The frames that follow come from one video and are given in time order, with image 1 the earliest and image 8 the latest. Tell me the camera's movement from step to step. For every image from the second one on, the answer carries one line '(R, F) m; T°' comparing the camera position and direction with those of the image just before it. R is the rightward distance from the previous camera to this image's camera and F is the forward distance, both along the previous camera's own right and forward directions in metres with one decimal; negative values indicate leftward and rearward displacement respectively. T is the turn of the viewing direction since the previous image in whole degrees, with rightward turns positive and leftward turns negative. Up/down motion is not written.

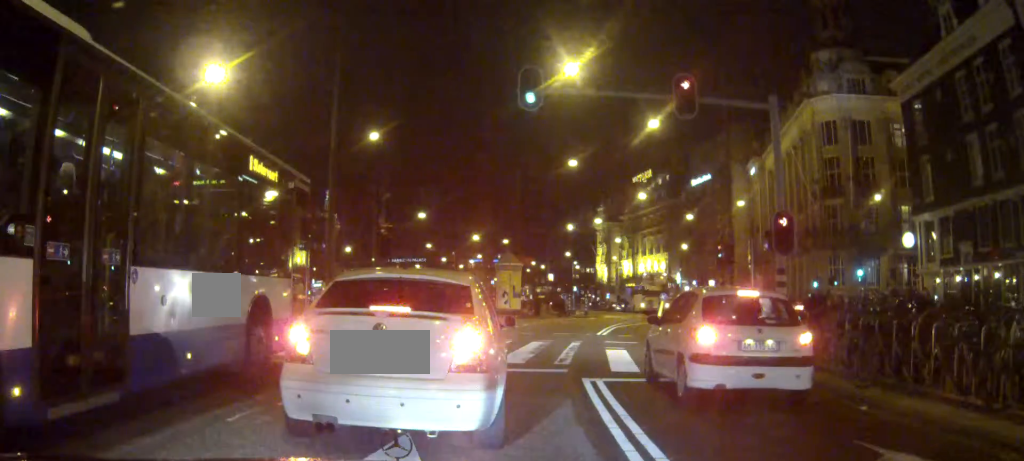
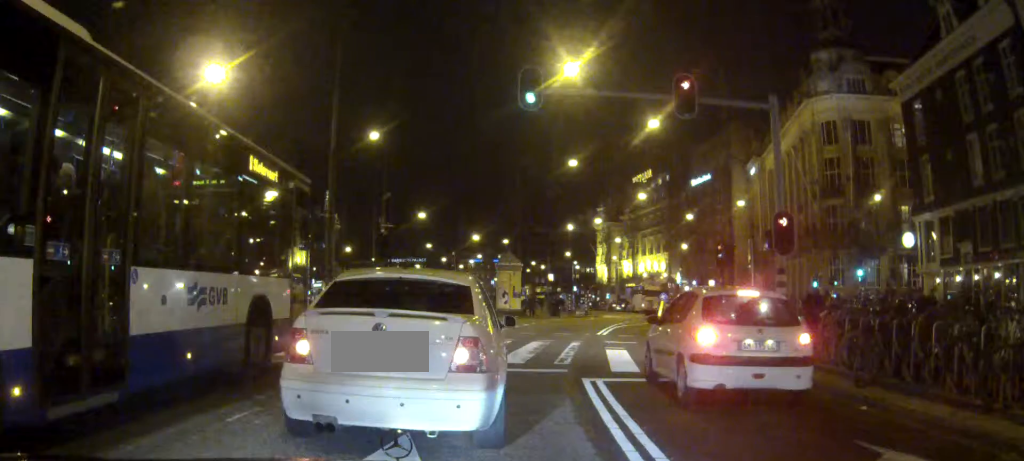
(0.0, 0.0) m; 0°
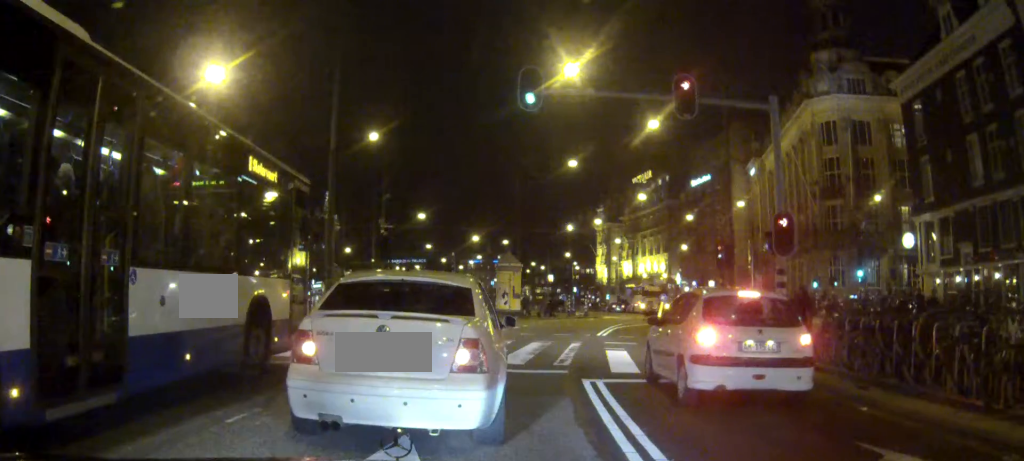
(0.0, 0.0) m; 0°
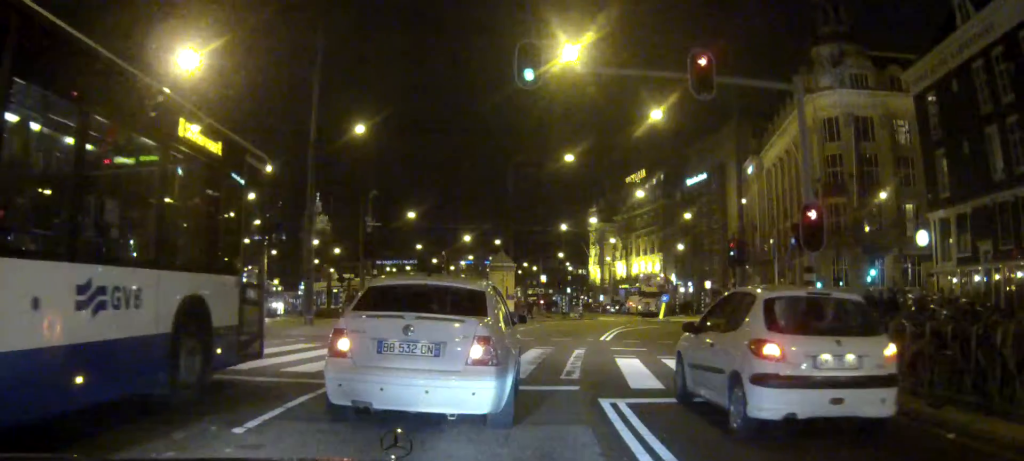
(0.0, +1.0) m; 0°
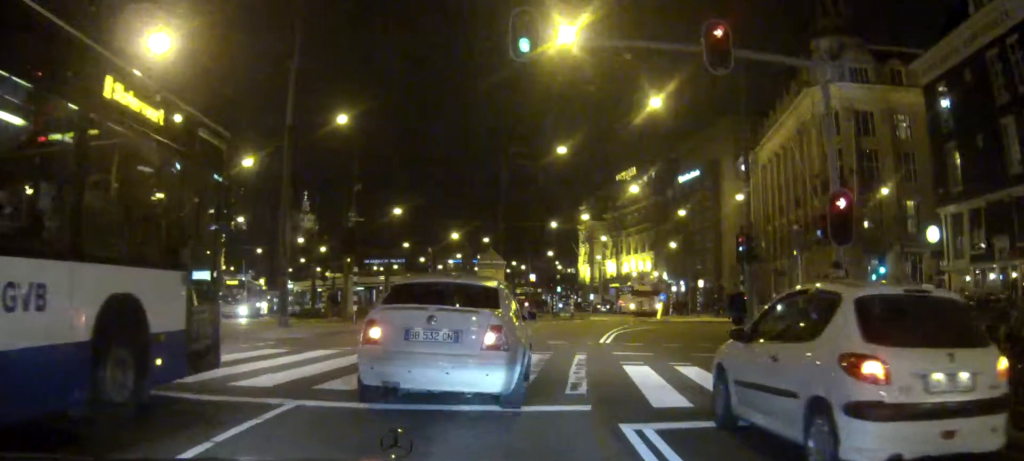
(0.0, +1.9) m; 0°
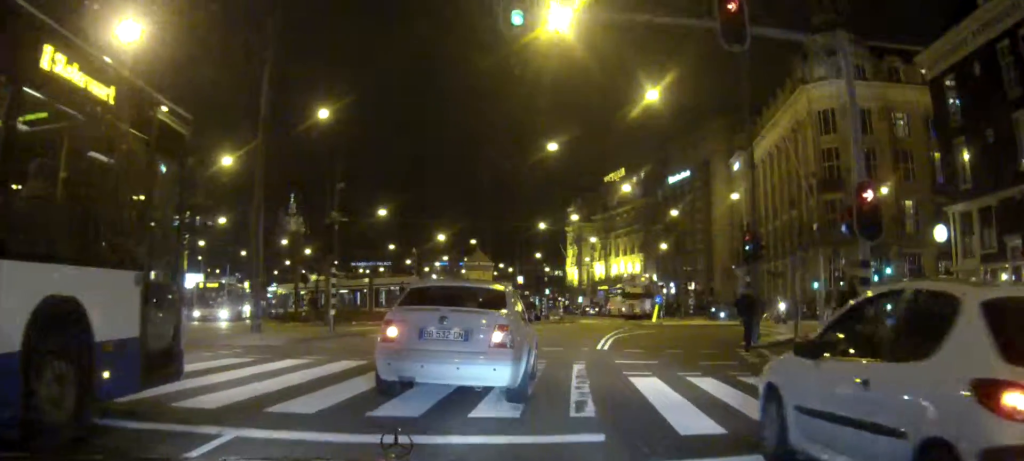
(0.0, +2.1) m; 0°
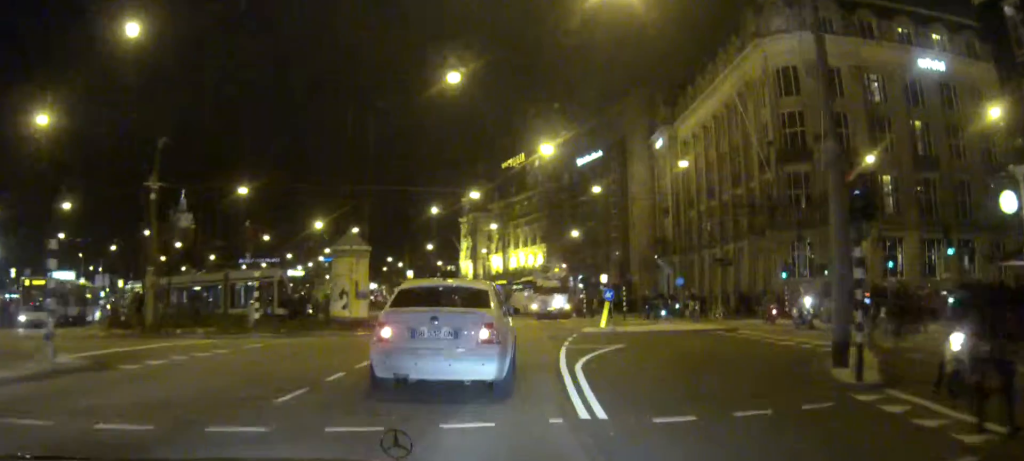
(+0.3, +12.5) m; +2°
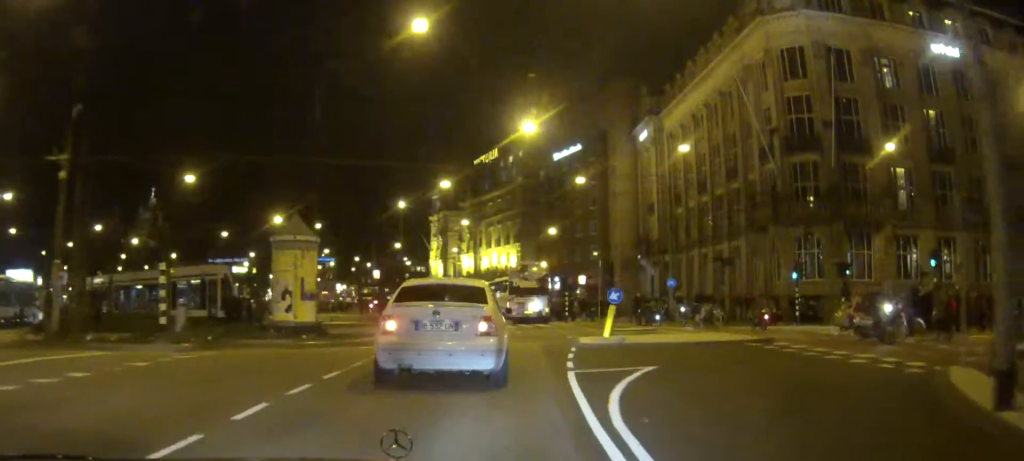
(-0.1, +5.7) m; 0°
